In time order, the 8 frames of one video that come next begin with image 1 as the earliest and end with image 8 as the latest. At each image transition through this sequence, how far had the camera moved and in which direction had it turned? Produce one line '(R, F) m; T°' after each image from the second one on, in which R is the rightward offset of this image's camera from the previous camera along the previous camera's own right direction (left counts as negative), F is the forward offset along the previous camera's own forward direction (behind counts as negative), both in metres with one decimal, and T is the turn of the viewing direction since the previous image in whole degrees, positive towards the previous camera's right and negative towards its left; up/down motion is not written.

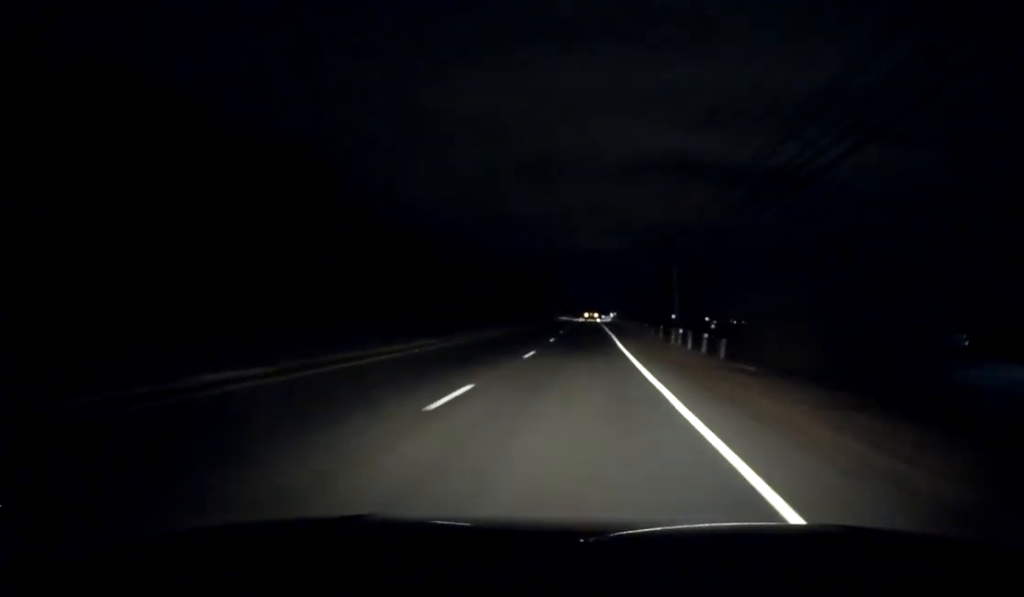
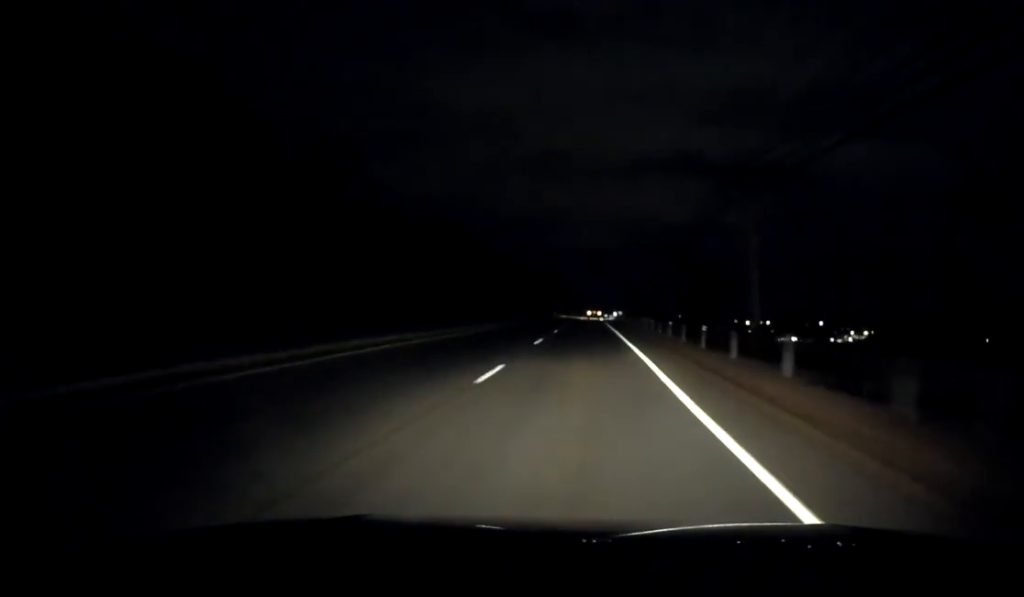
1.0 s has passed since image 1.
(0.0, +21.7) m; 0°
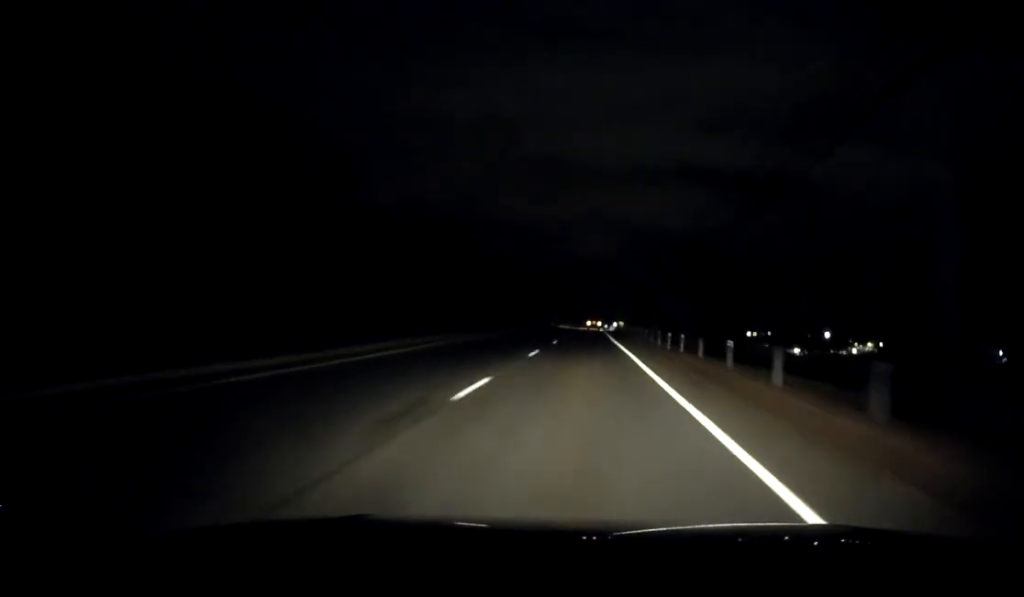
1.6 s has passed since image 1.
(0.0, +13.8) m; 0°
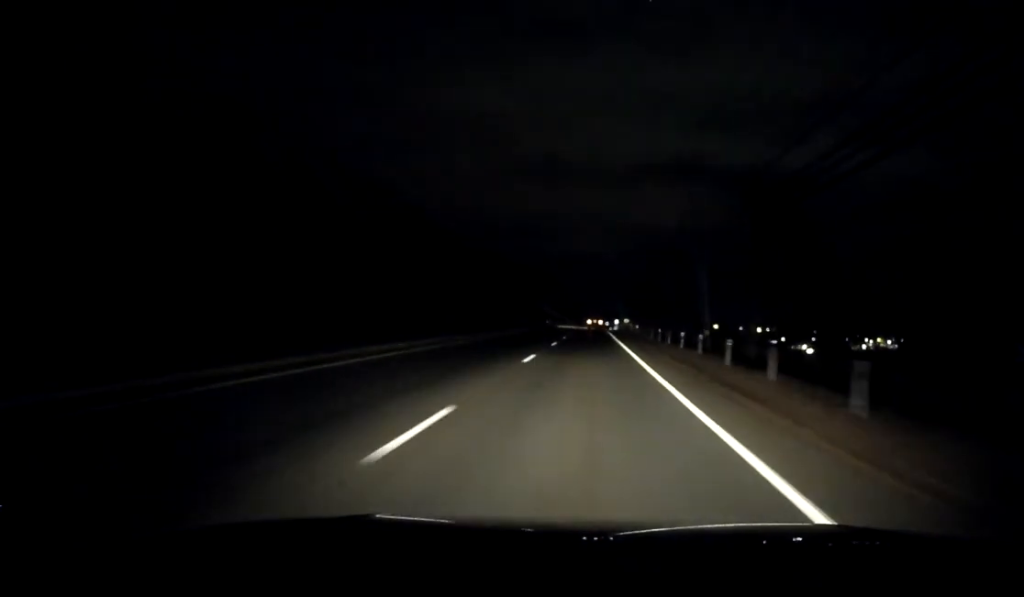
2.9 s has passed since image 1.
(-0.1, +28.2) m; 0°
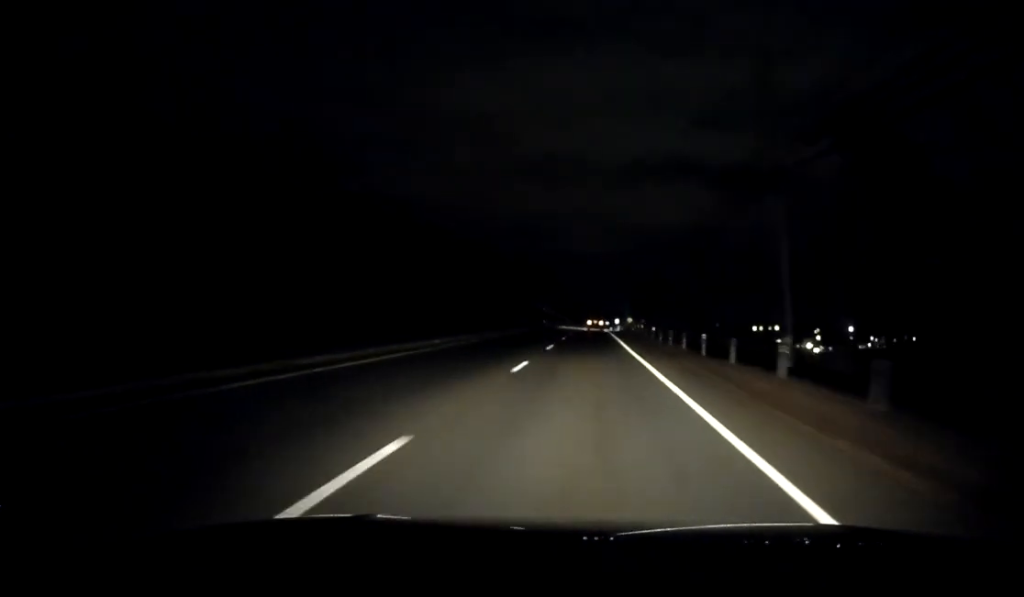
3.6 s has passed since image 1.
(0.0, +15.2) m; 0°
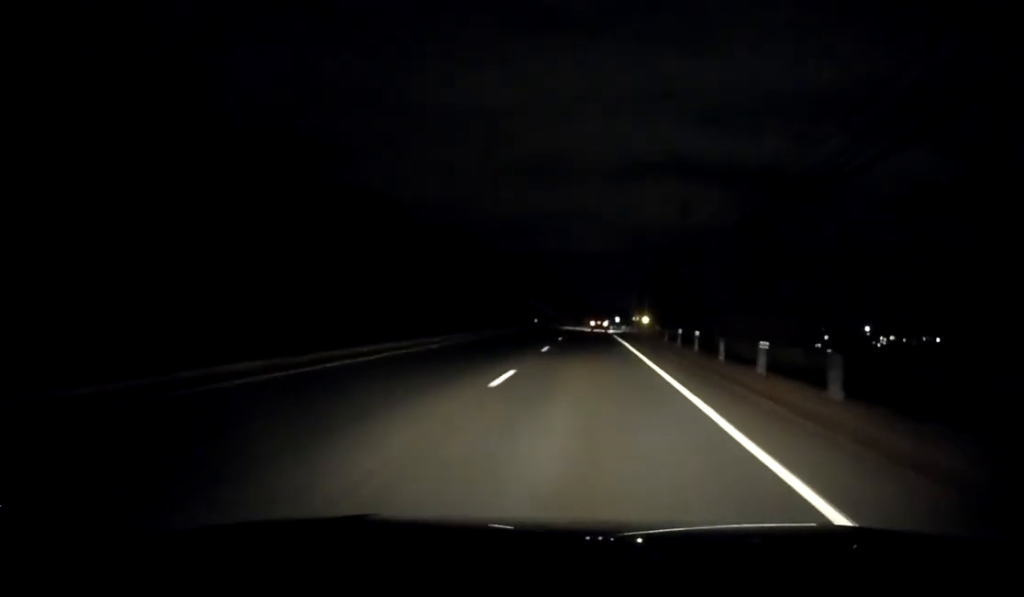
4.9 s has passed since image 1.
(+0.2, +27.3) m; +1°
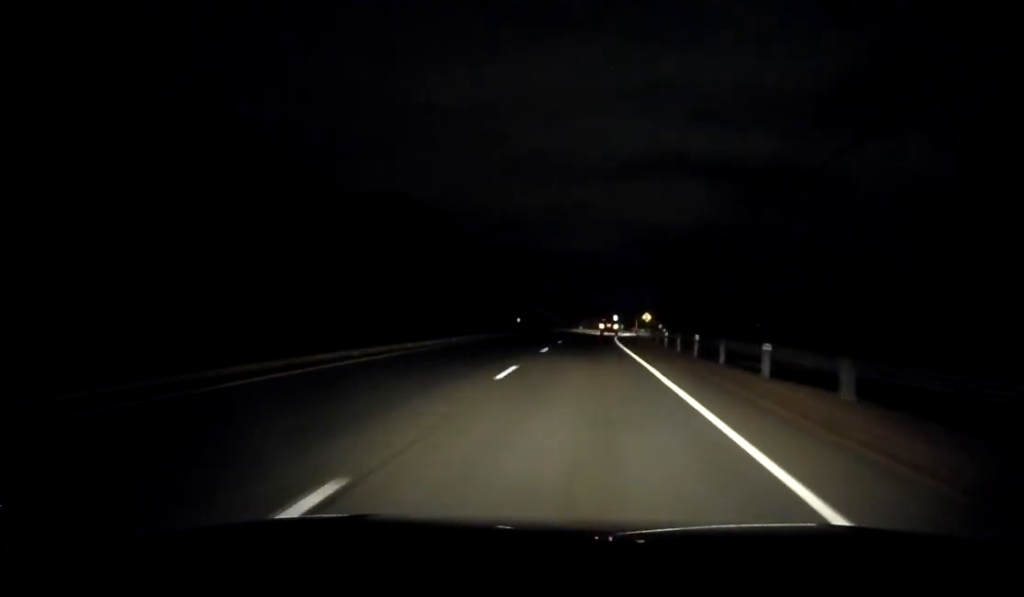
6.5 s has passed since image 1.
(+0.1, +34.8) m; 0°
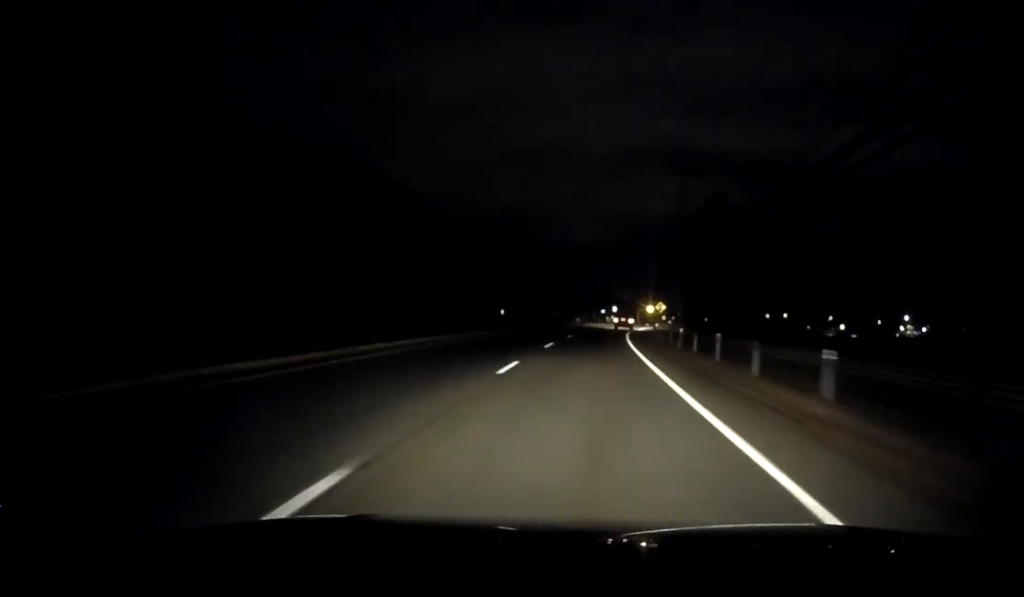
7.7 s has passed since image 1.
(0.0, +23.4) m; +1°
